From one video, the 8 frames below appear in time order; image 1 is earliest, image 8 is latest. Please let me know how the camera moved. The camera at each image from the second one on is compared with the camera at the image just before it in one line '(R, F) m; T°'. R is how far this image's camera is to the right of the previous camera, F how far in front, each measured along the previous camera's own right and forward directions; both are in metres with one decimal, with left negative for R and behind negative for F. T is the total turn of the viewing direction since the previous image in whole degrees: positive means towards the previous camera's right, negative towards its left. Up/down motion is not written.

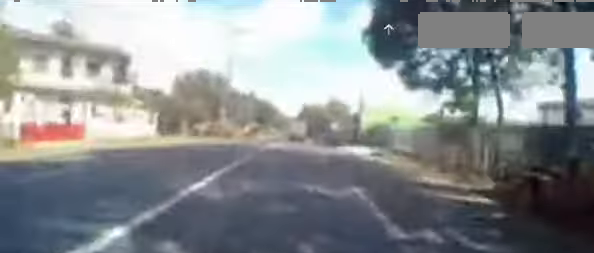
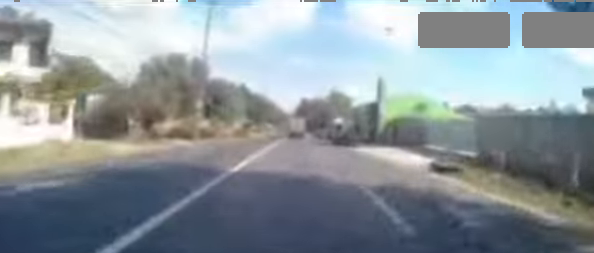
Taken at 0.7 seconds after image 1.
(0.0, +9.1) m; +2°
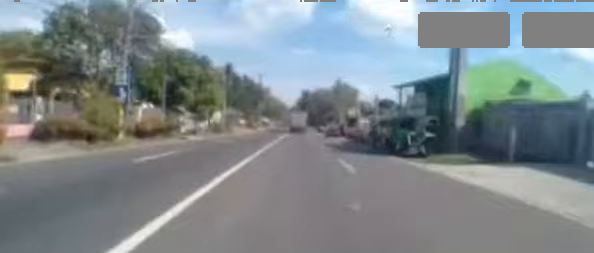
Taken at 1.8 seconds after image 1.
(+0.5, +13.4) m; 0°
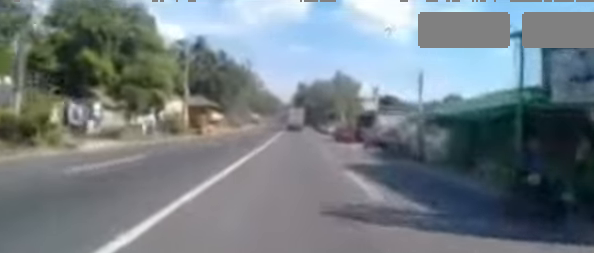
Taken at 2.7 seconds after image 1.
(-0.4, +11.5) m; -2°
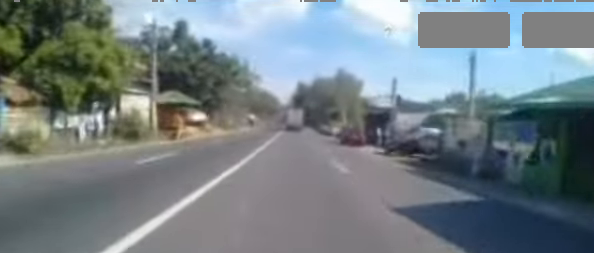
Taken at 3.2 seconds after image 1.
(0.0, +5.7) m; 0°
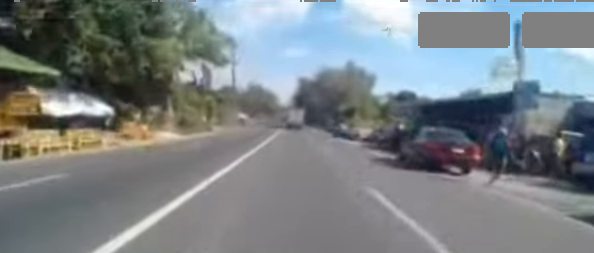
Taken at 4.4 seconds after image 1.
(0.0, +15.2) m; +1°
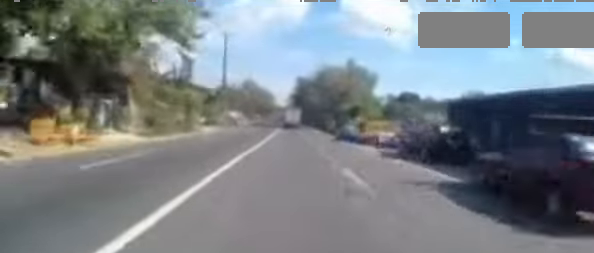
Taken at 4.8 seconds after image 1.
(-0.1, +5.2) m; +1°
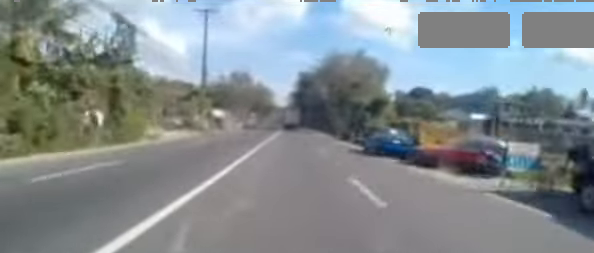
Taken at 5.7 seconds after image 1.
(+0.4, +10.6) m; 0°
